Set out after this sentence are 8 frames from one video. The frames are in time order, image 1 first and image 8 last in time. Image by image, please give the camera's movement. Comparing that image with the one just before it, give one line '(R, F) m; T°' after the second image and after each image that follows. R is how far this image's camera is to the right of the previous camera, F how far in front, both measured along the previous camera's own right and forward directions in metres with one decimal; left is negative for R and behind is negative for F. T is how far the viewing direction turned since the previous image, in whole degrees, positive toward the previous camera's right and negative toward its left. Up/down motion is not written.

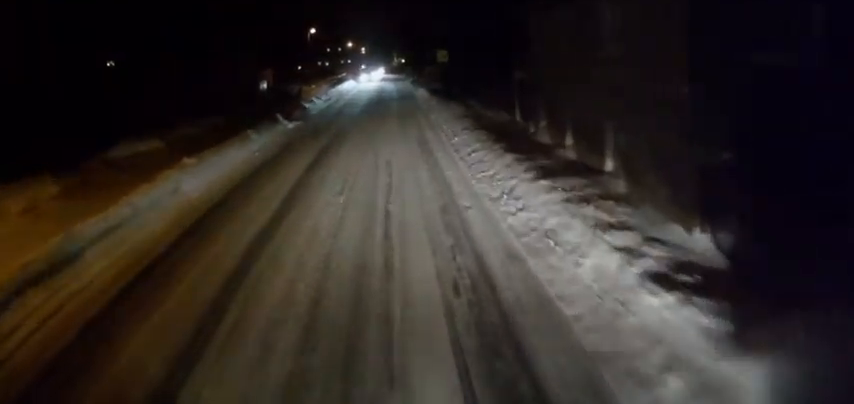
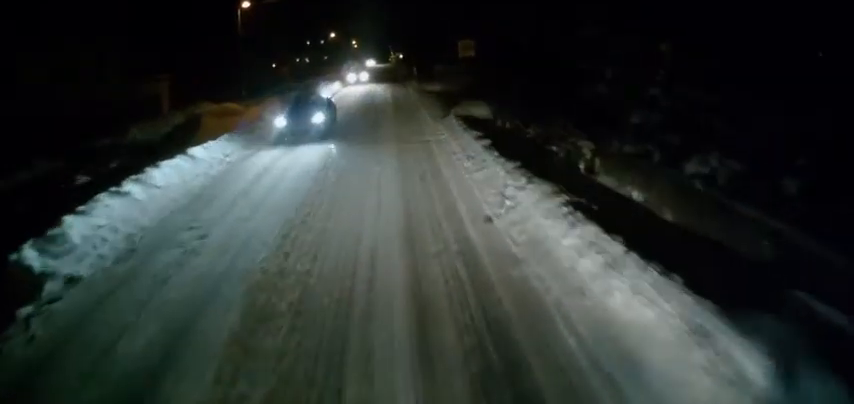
(+0.4, +21.1) m; +2°
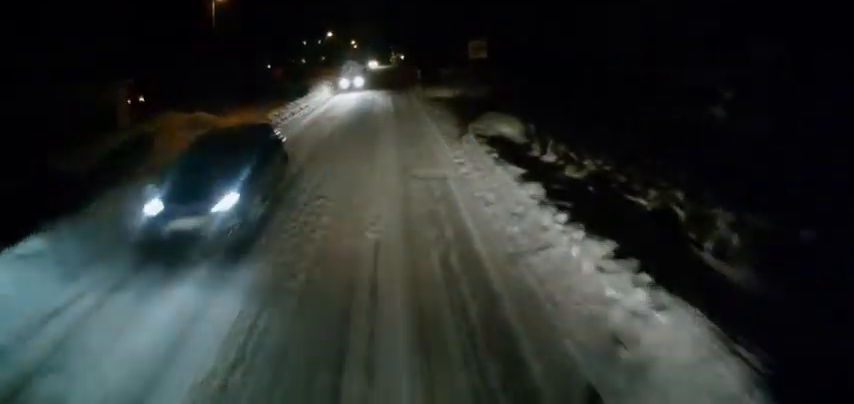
(0.0, +4.7) m; -1°
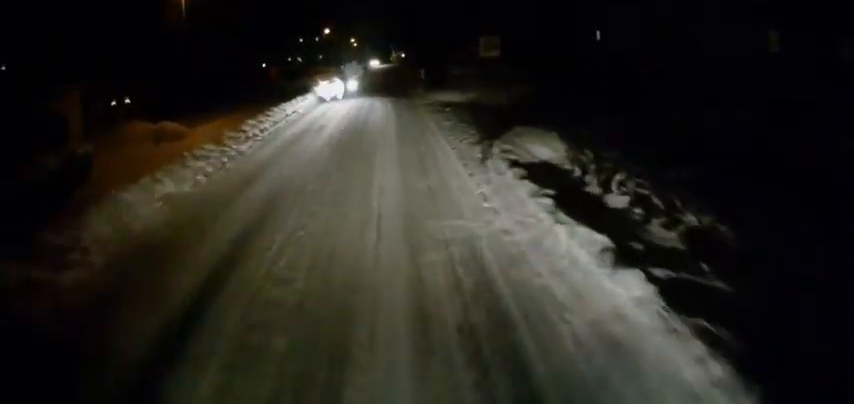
(+0.1, +3.9) m; -1°
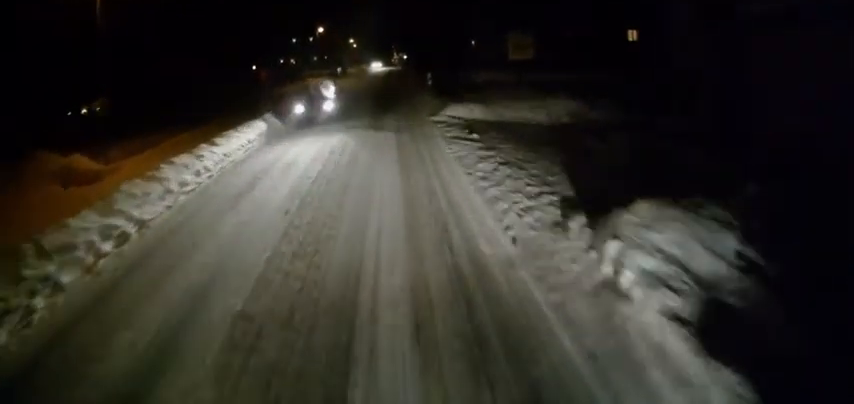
(-0.1, +6.7) m; 0°
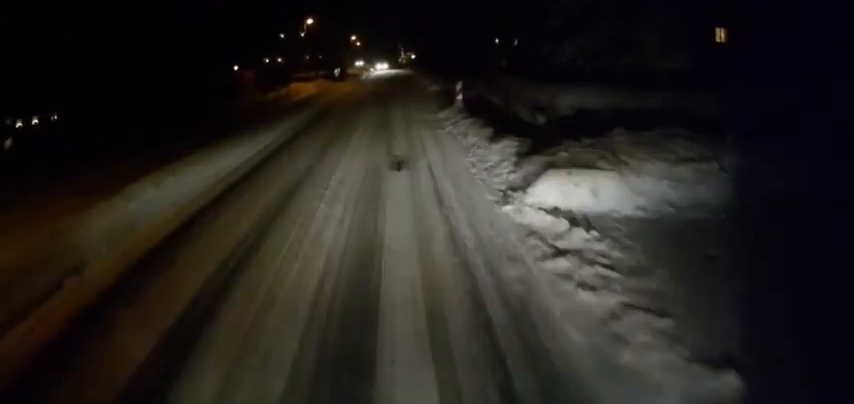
(+0.1, +12.9) m; -1°
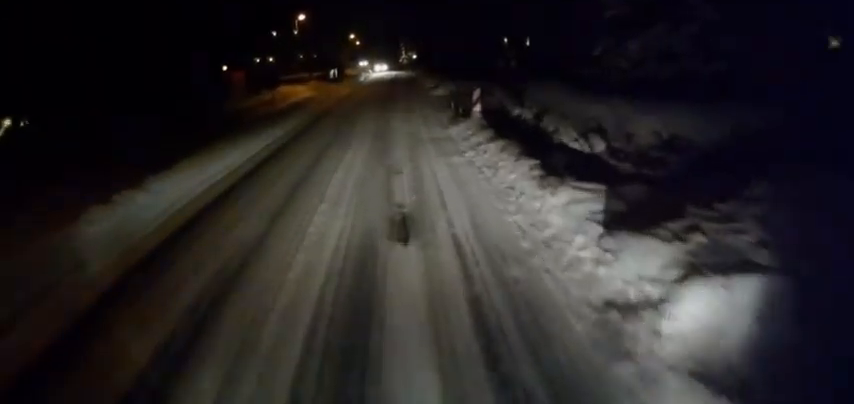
(-0.1, +4.9) m; 0°
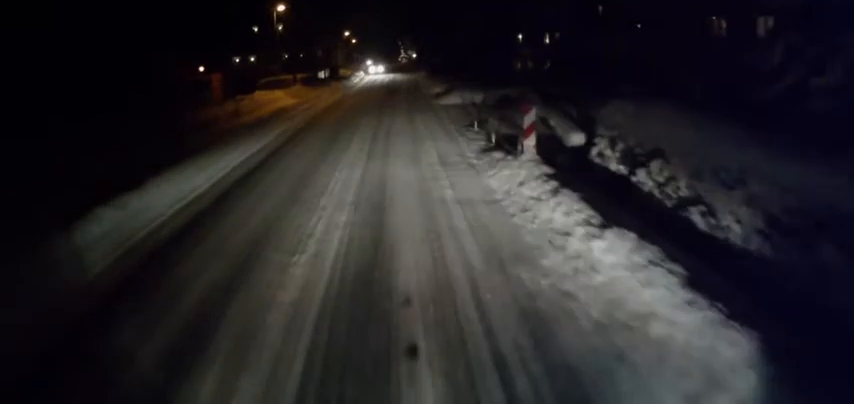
(-0.2, +7.4) m; 0°
